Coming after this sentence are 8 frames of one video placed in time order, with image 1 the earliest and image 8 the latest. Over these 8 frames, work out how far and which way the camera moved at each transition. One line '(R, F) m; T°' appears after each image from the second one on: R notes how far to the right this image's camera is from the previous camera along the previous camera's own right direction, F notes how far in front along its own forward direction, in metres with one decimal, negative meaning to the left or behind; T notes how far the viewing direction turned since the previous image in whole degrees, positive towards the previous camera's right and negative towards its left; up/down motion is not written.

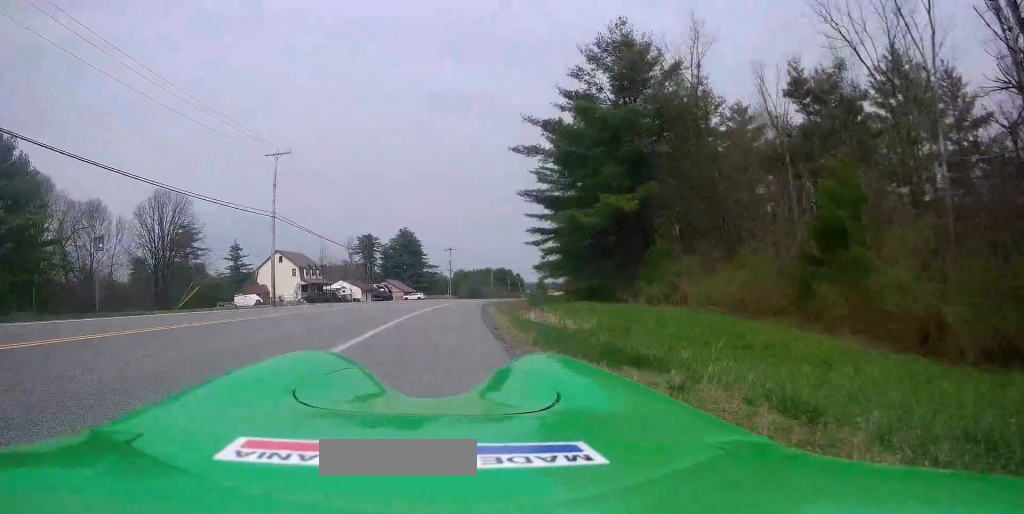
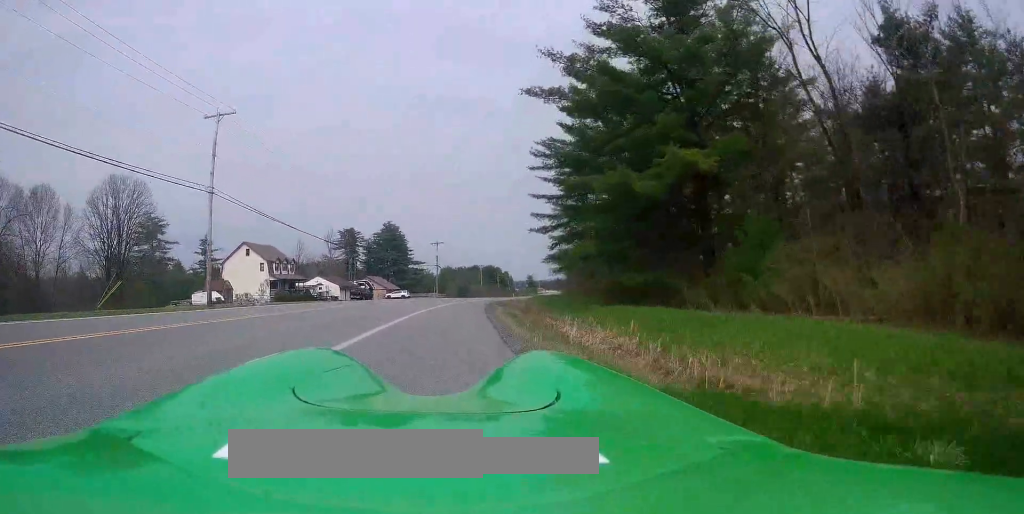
(0.0, +11.0) m; +1°
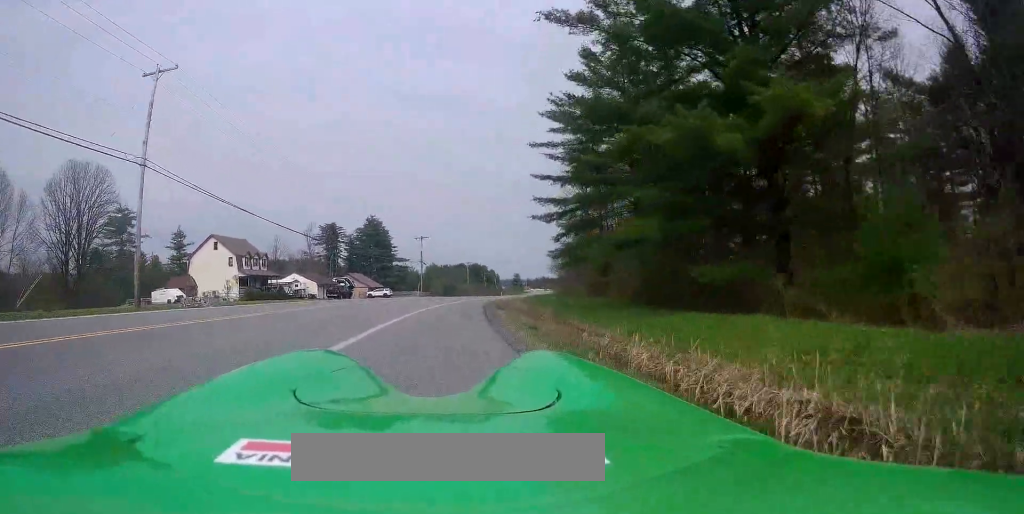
(+0.1, +6.8) m; +1°
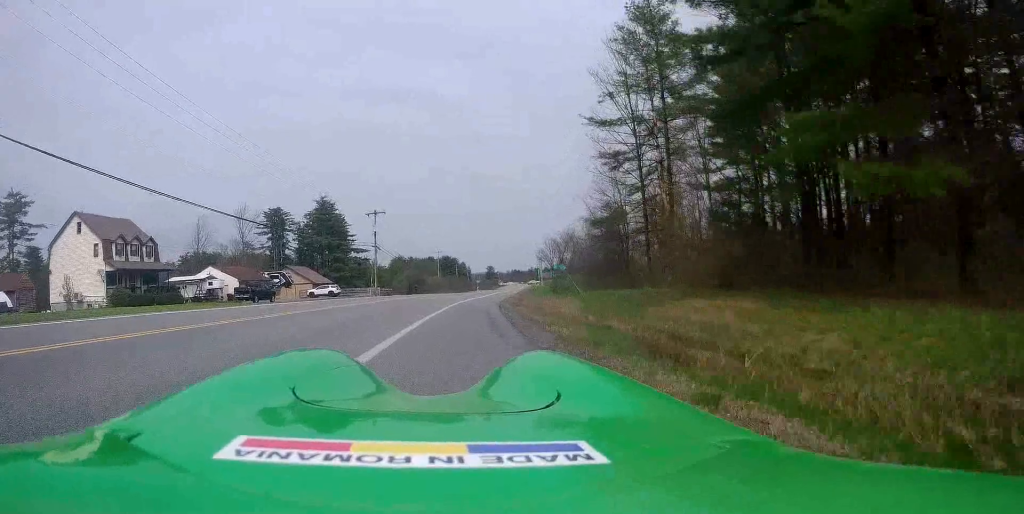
(+1.3, +24.3) m; +4°
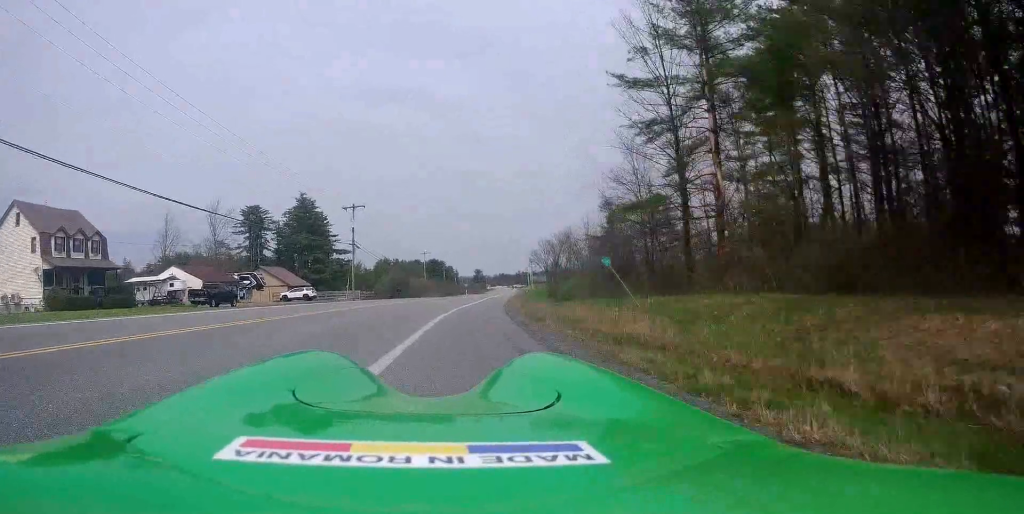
(-0.2, +7.7) m; 0°
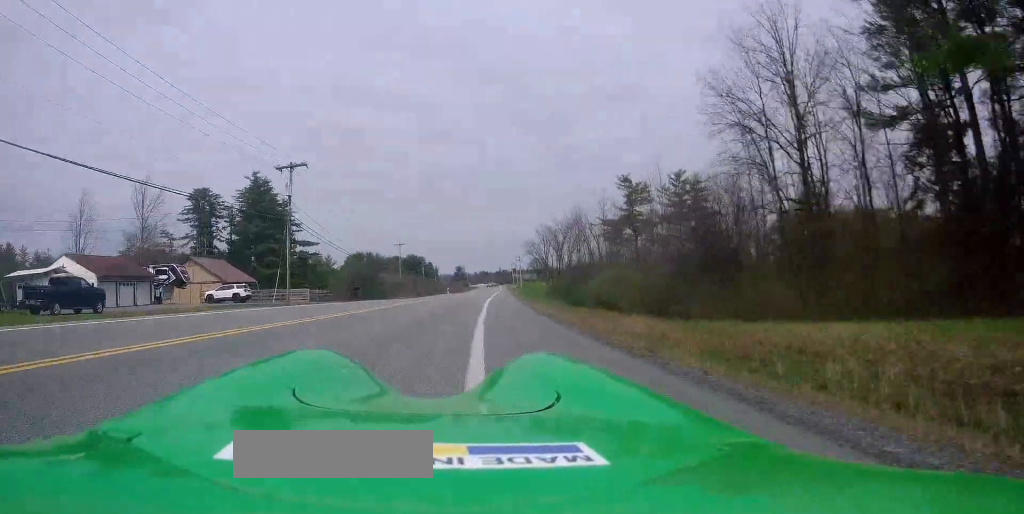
(+0.3, +19.6) m; +3°
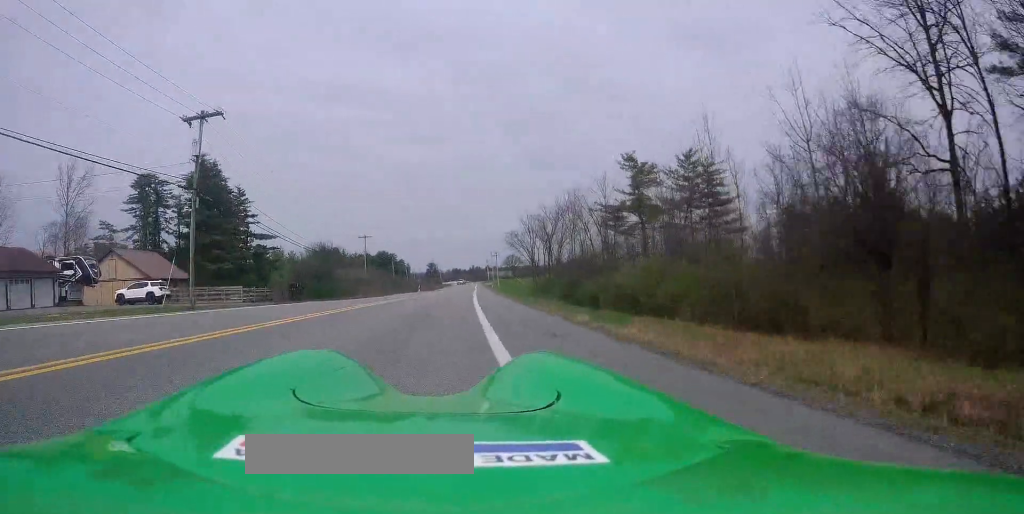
(+0.3, +12.6) m; +2°
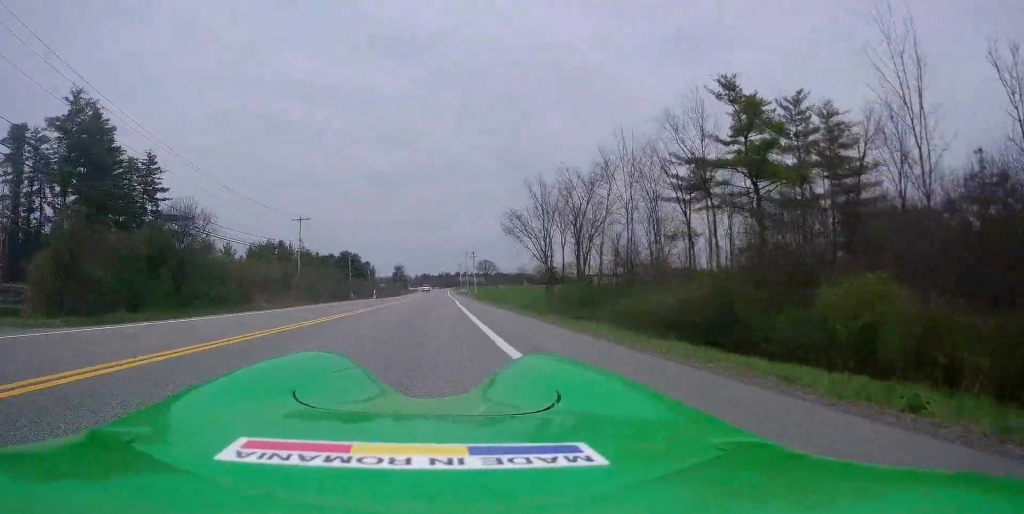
(+0.5, +29.3) m; +2°
